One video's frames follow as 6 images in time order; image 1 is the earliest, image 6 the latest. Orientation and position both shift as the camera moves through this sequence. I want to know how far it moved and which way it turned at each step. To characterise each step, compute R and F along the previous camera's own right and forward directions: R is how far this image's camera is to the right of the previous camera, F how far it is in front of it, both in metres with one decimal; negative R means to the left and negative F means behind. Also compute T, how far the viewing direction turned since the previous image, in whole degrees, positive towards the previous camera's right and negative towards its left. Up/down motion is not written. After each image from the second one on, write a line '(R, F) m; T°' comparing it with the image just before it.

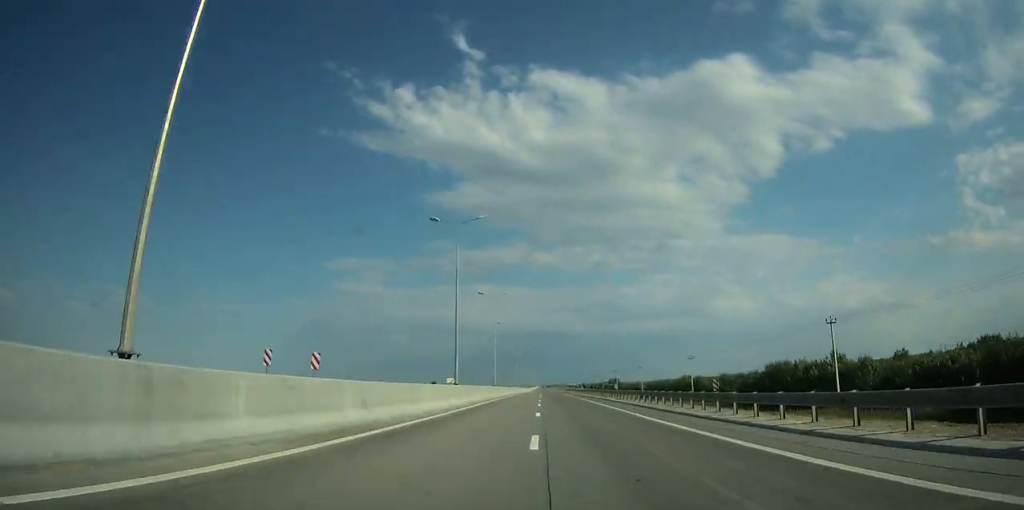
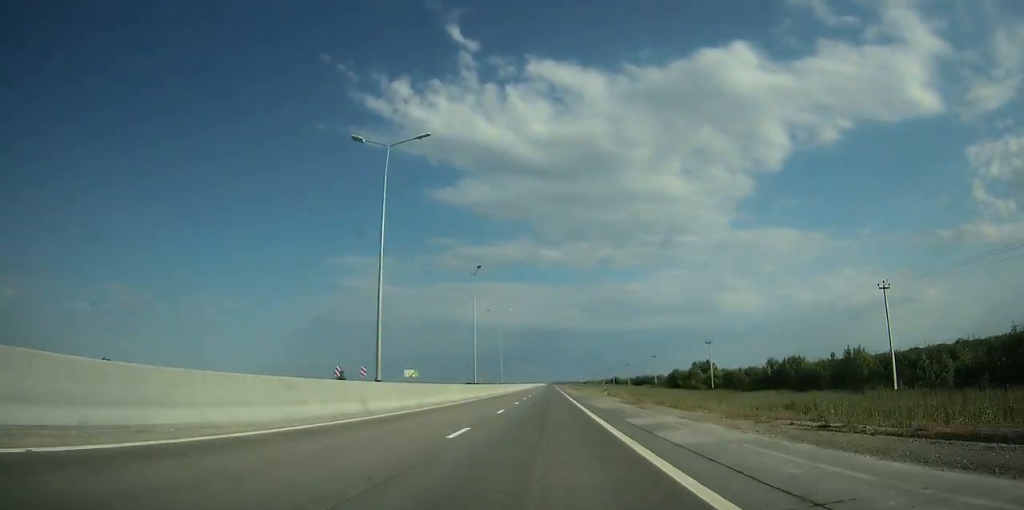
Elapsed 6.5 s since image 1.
(-1.2, +187.6) m; -1°
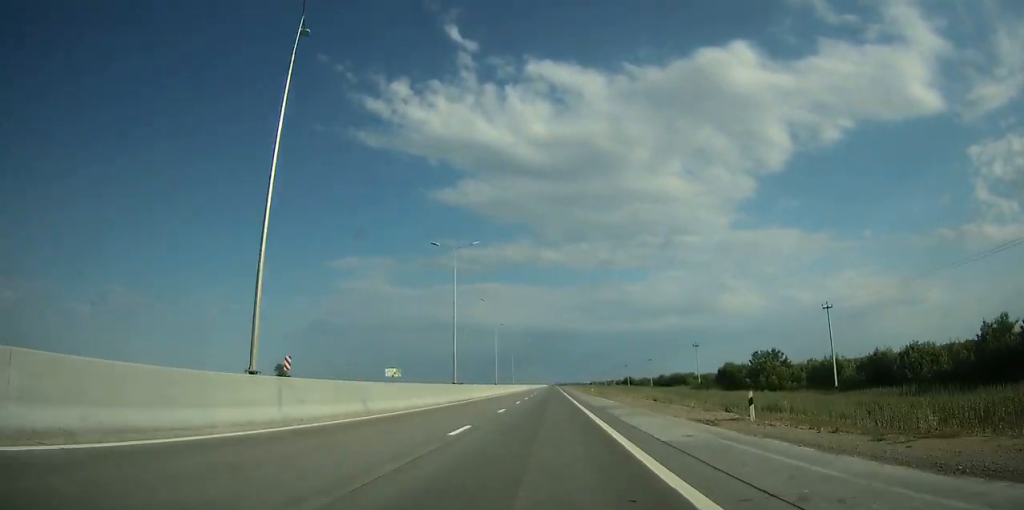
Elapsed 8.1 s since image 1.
(-0.2, +45.5) m; 0°
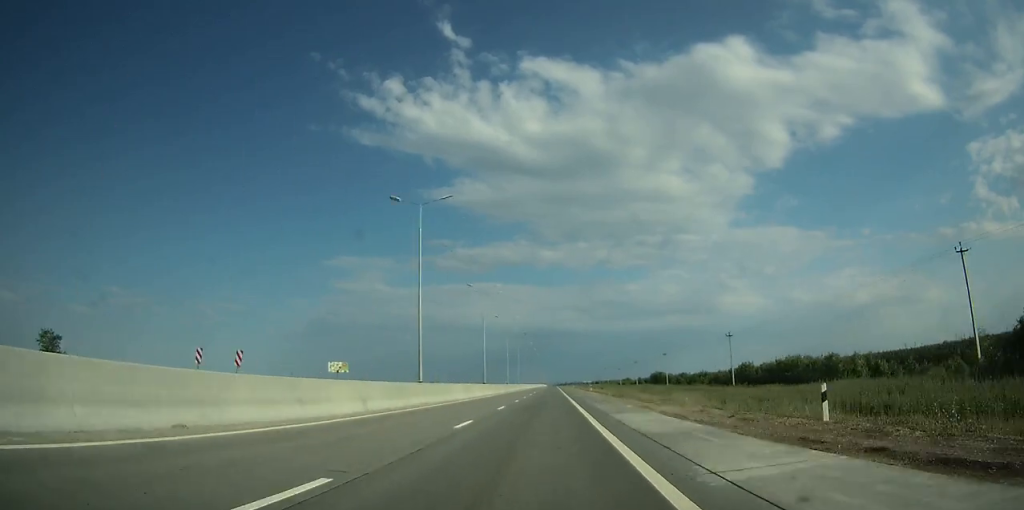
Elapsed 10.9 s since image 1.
(-0.2, +82.5) m; 0°
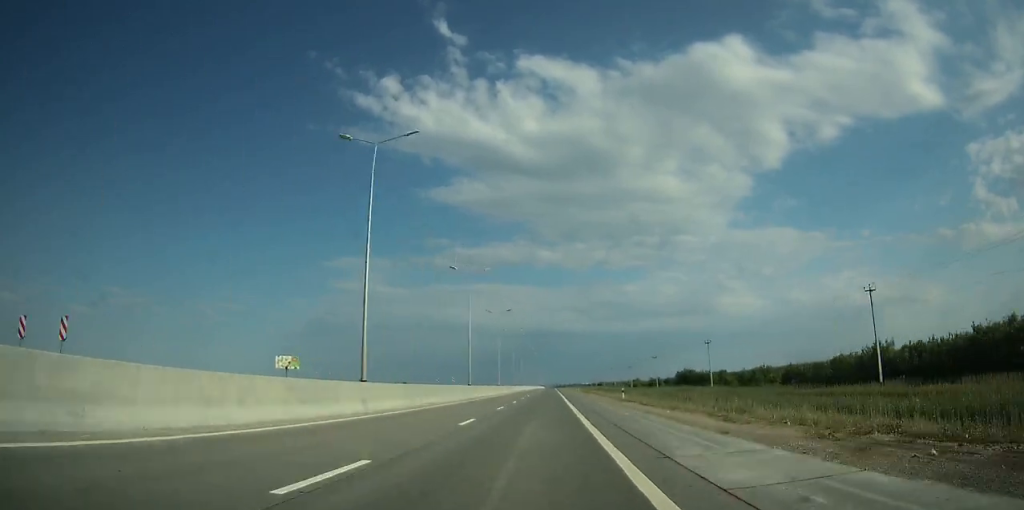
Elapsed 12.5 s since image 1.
(0.0, +47.8) m; 0°
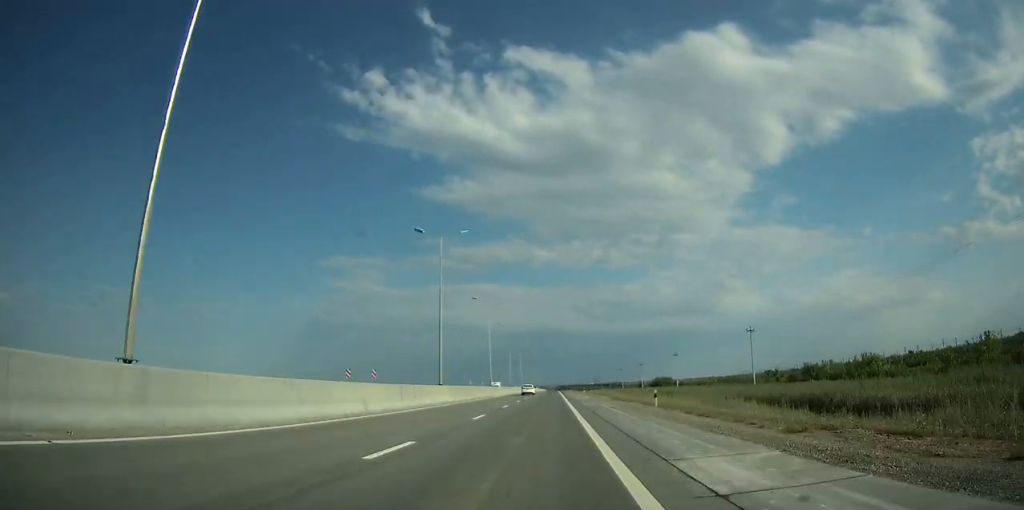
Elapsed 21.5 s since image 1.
(+0.8, +261.5) m; 0°
